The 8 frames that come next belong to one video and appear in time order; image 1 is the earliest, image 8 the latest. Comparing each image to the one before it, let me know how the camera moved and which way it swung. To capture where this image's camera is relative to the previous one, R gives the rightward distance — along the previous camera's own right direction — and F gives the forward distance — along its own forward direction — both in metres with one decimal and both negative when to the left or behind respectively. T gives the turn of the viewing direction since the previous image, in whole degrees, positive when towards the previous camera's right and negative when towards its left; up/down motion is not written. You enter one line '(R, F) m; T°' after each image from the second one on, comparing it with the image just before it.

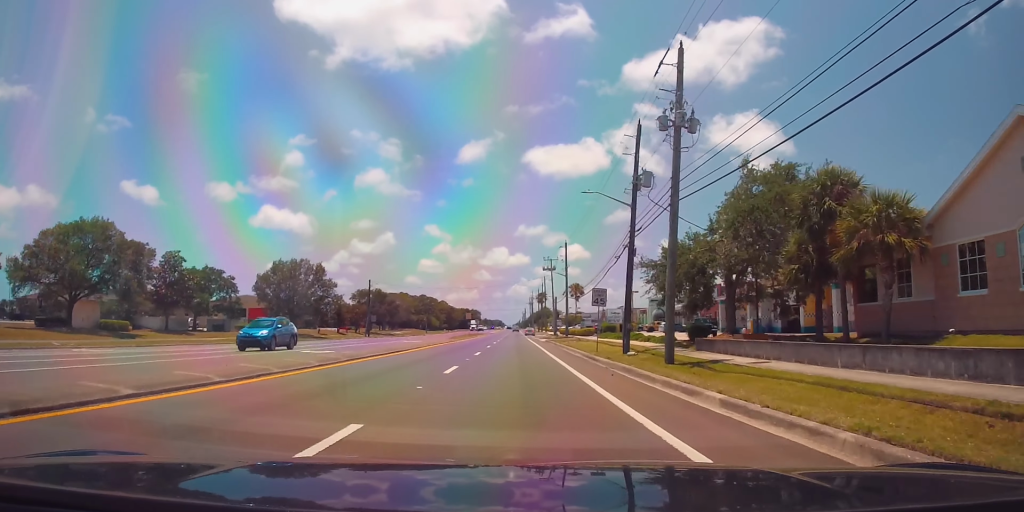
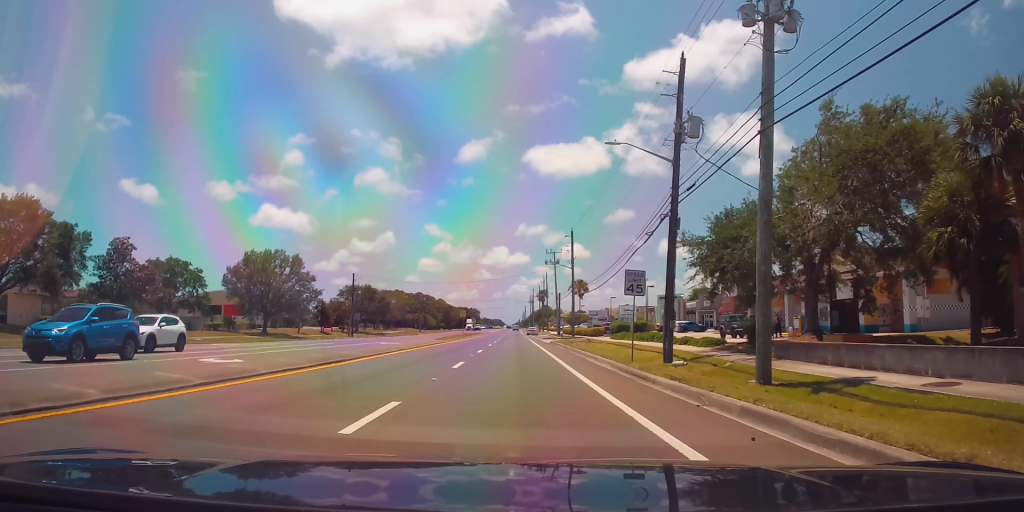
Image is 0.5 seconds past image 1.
(0.0, +9.9) m; 0°
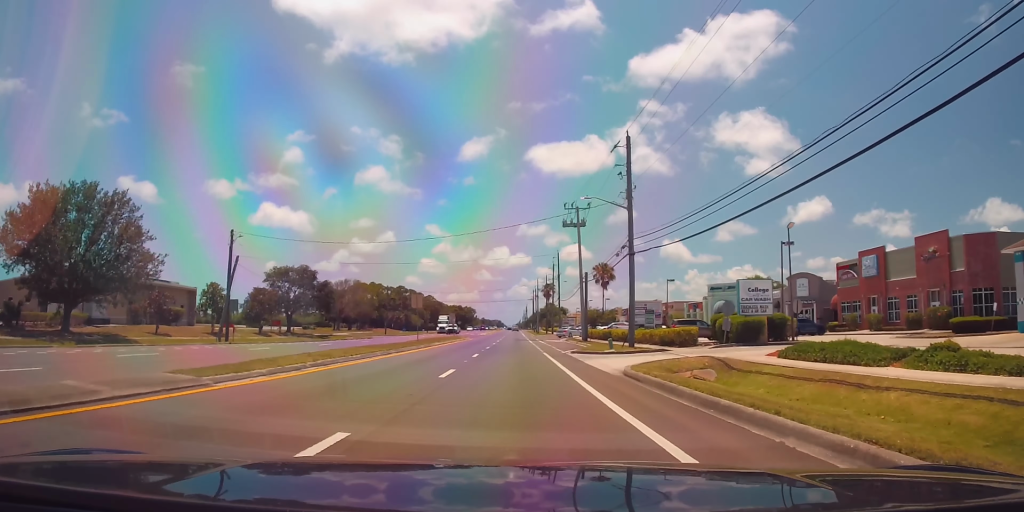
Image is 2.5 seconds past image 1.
(0.0, +40.0) m; 0°
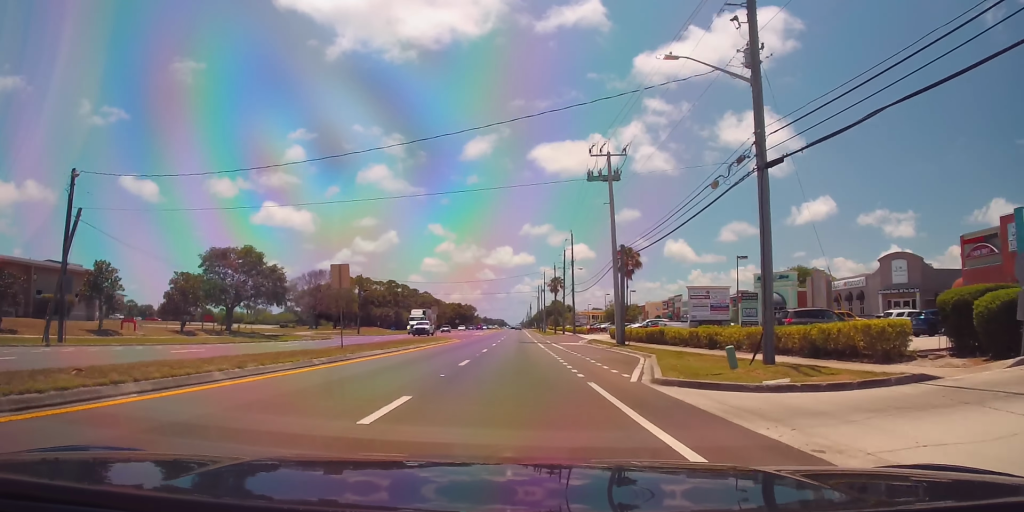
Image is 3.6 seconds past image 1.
(0.0, +20.7) m; 0°
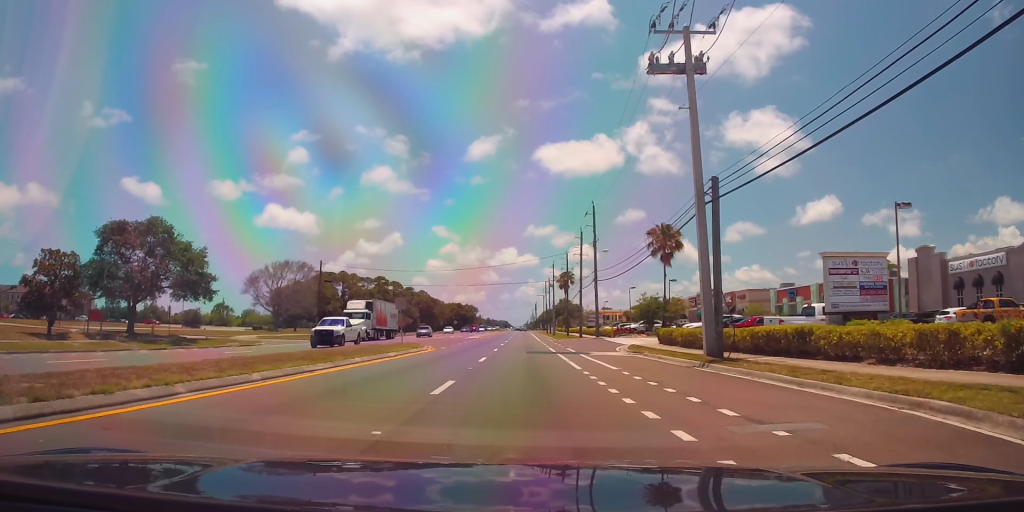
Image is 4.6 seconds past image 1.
(0.0, +20.2) m; 0°
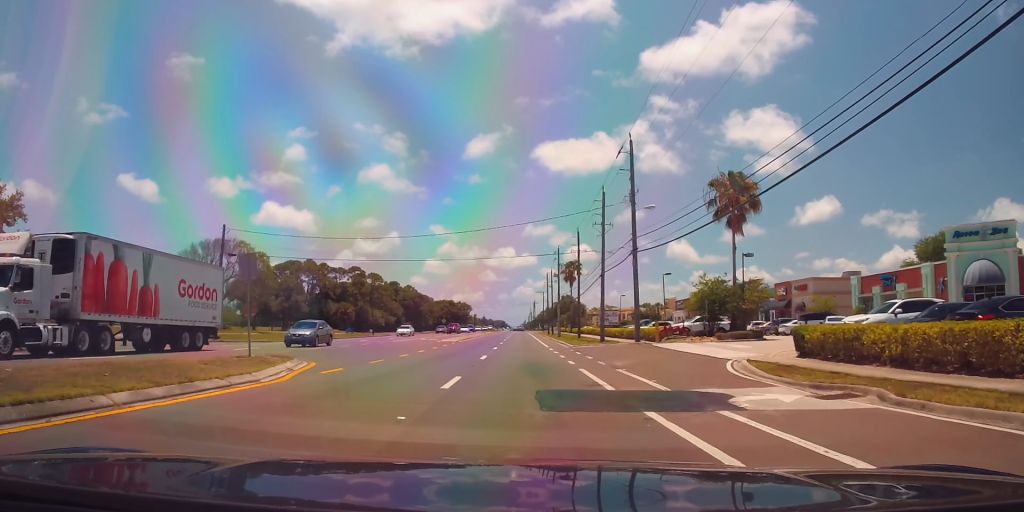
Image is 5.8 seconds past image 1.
(0.0, +23.0) m; 0°
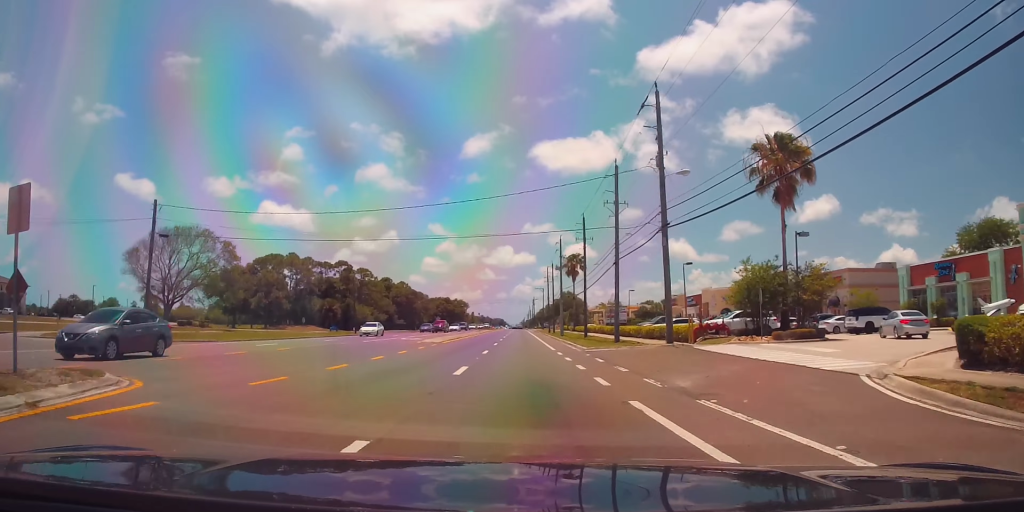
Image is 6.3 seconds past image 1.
(0.0, +9.2) m; 0°
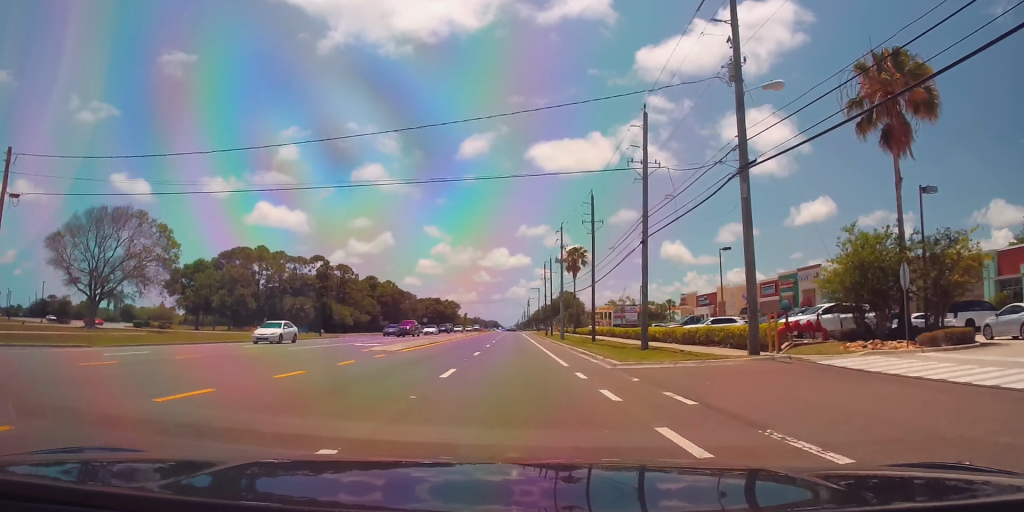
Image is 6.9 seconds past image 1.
(0.0, +12.6) m; 0°
